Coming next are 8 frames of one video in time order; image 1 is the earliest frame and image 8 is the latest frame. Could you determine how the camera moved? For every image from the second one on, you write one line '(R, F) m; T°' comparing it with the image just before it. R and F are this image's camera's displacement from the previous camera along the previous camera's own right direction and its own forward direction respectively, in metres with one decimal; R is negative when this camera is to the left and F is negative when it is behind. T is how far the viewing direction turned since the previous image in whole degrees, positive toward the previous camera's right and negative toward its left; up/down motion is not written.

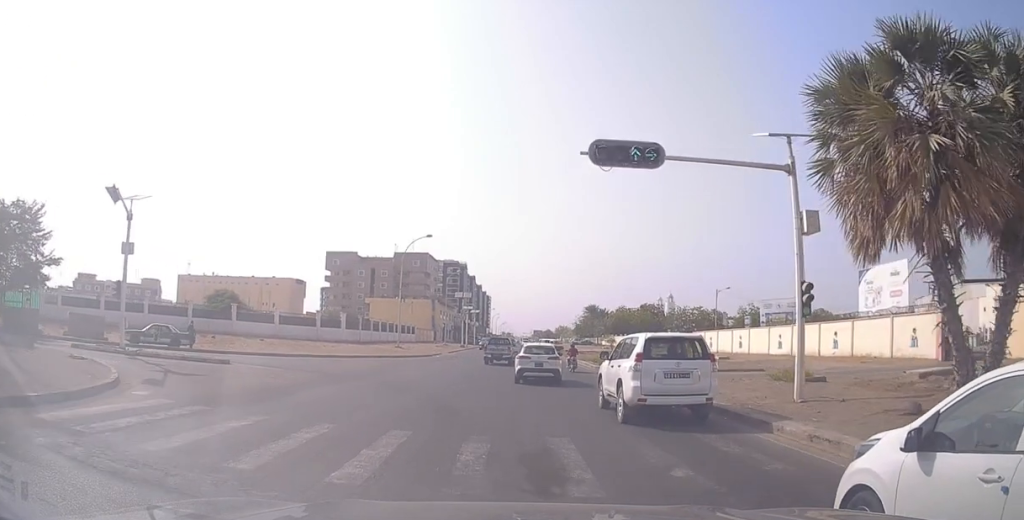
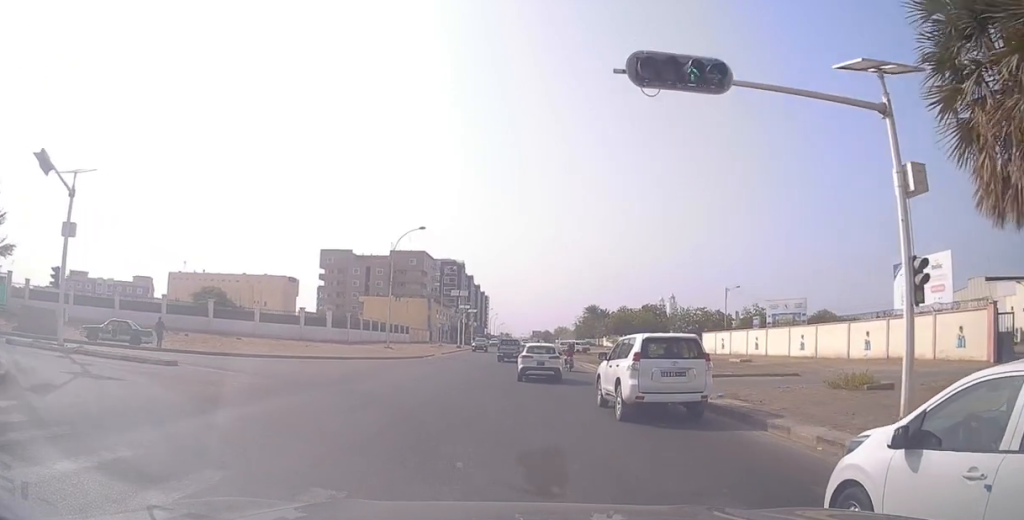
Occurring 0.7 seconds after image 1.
(-0.1, +5.1) m; -1°
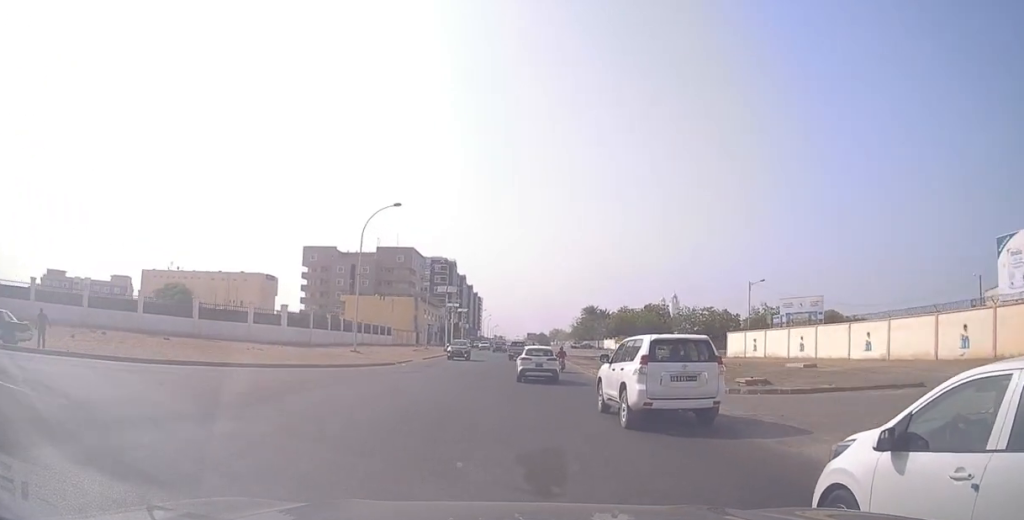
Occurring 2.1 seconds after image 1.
(-0.1, +11.4) m; +1°
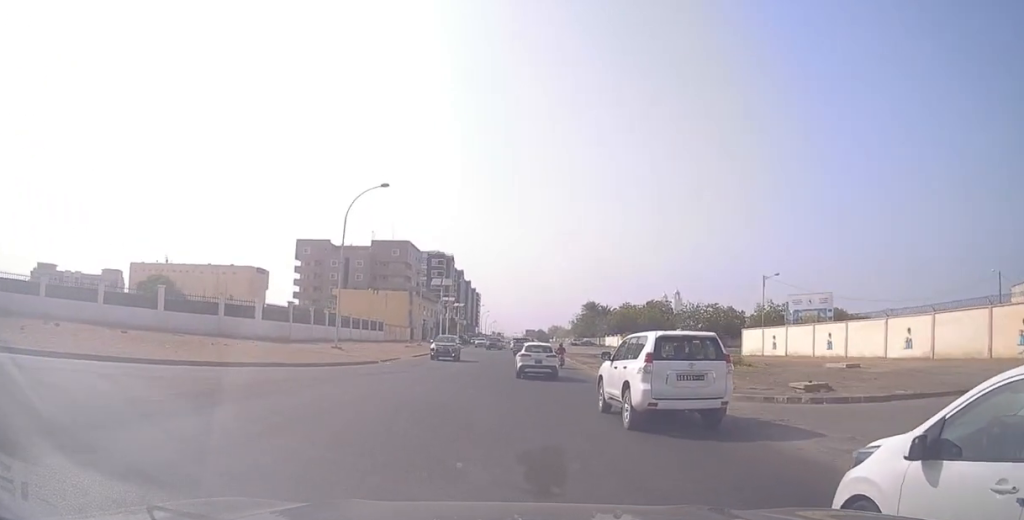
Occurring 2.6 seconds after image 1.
(-0.3, +4.6) m; +2°
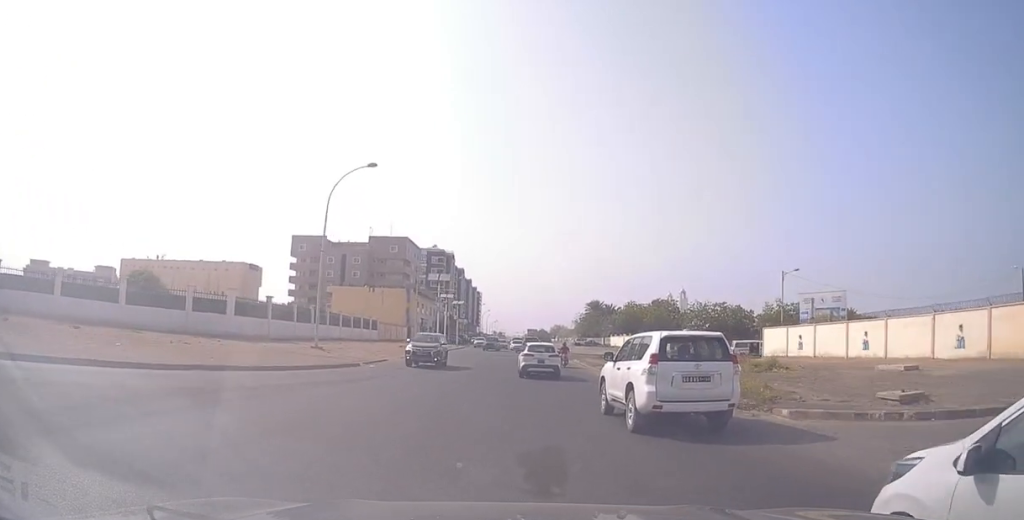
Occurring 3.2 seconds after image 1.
(+0.5, +4.4) m; 0°
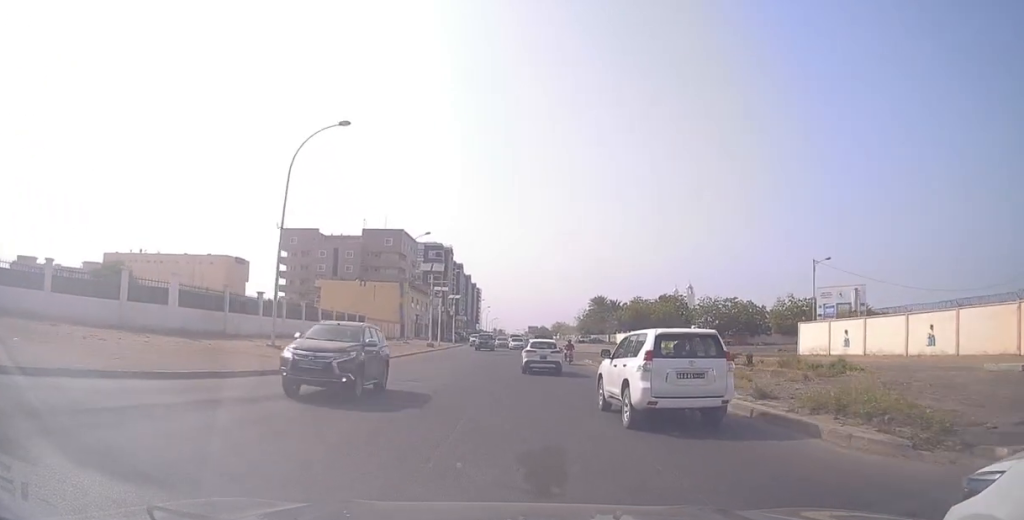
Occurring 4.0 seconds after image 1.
(0.0, +6.2) m; -2°
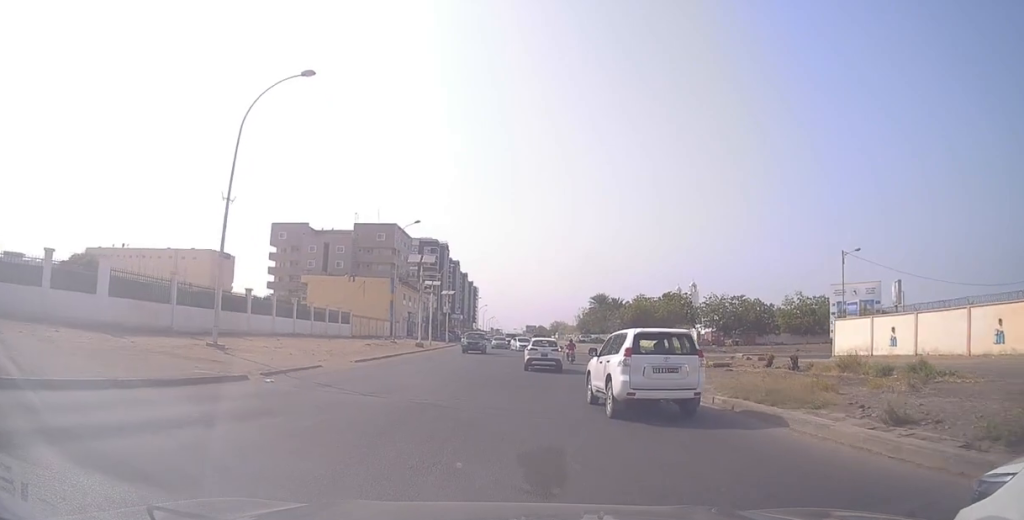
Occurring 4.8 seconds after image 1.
(-0.4, +5.2) m; -2°
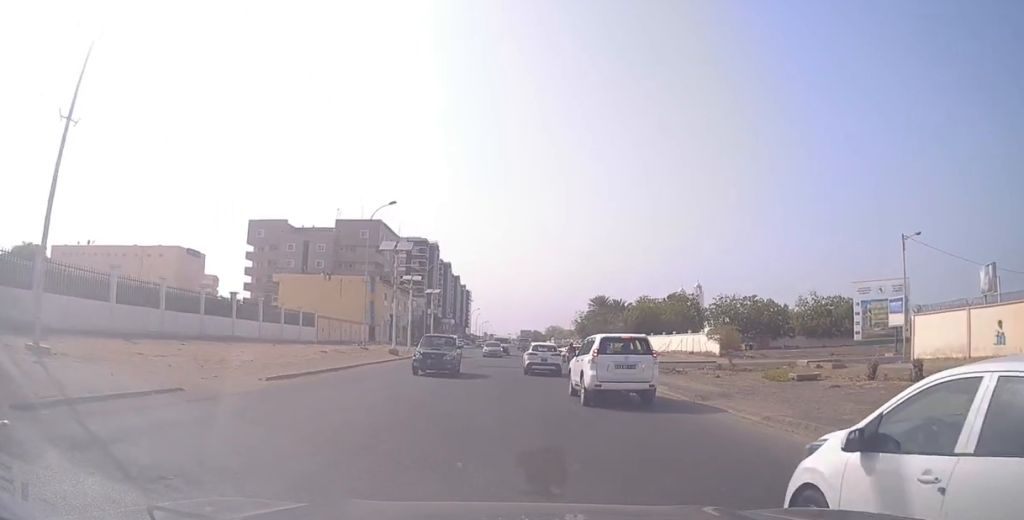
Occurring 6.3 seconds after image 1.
(+0.4, +8.6) m; +3°
